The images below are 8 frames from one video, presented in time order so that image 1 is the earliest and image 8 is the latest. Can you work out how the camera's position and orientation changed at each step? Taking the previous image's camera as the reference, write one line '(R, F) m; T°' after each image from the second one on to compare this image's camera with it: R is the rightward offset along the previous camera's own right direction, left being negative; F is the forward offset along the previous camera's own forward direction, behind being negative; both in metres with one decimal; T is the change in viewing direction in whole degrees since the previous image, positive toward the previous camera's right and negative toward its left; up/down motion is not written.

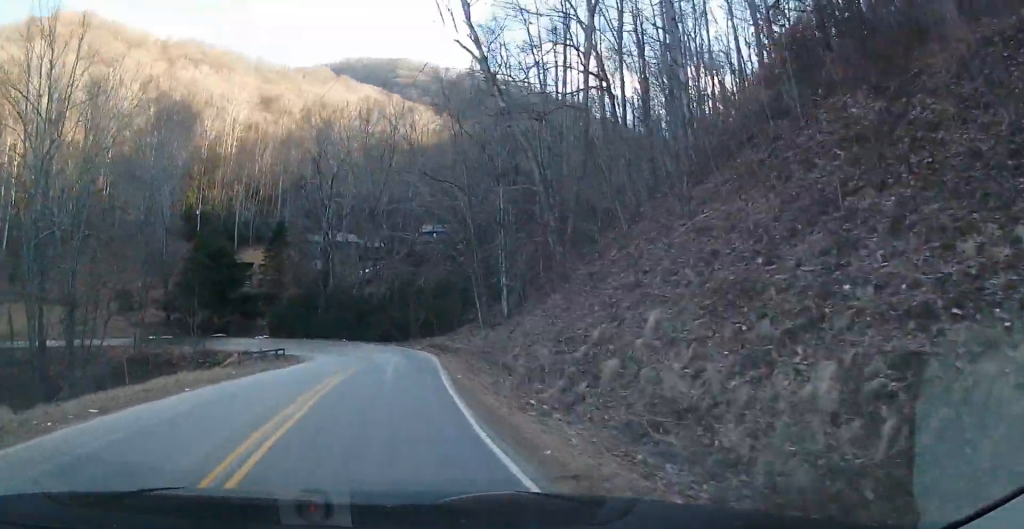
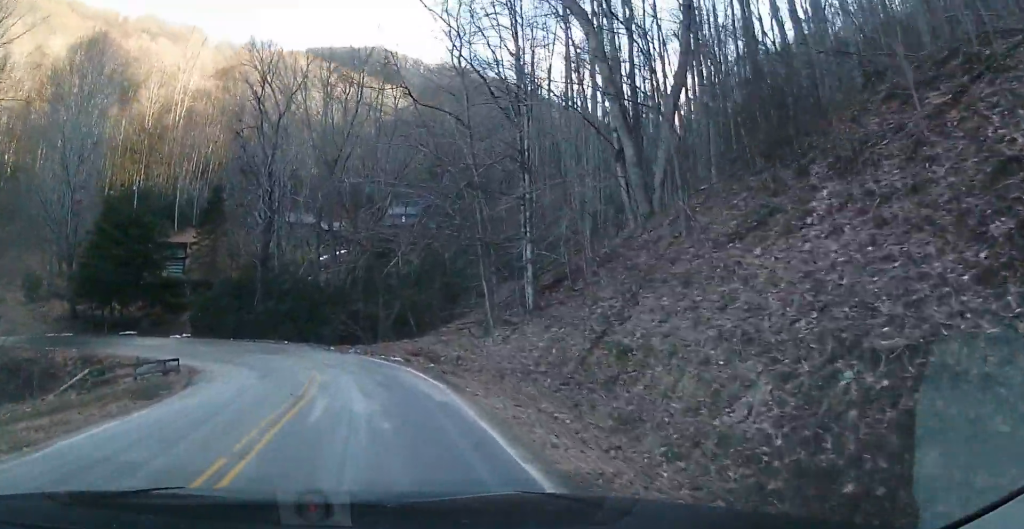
(+1.1, +15.6) m; +4°
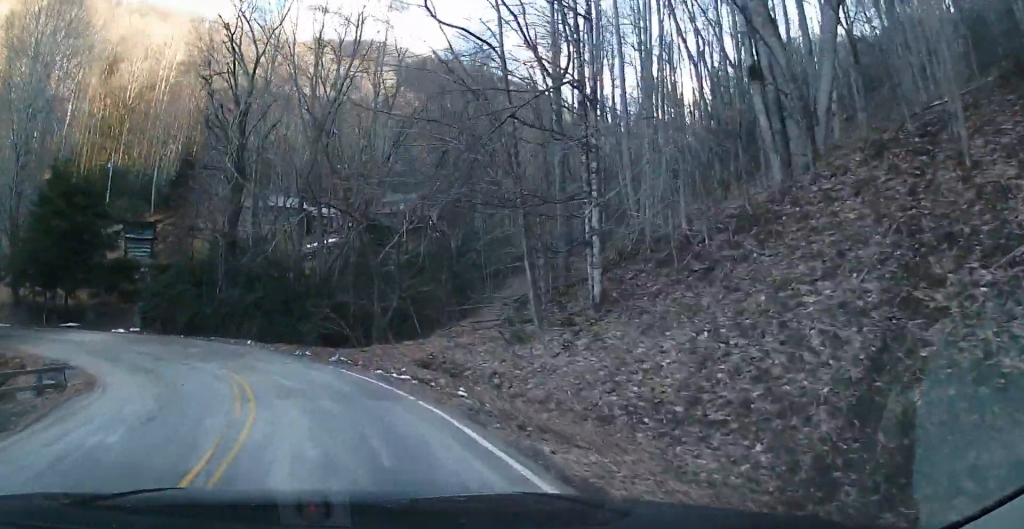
(0.0, +9.2) m; -1°
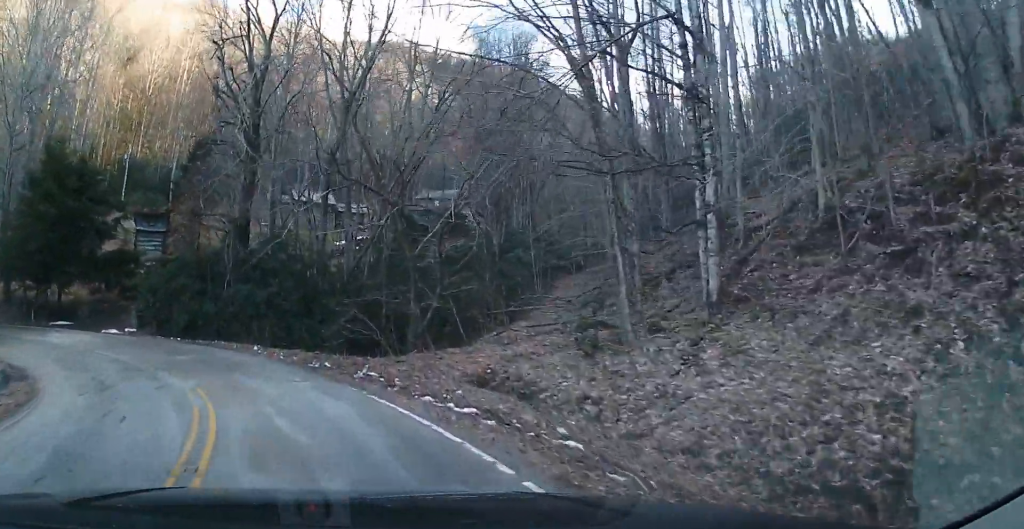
(+0.3, +5.4) m; -5°
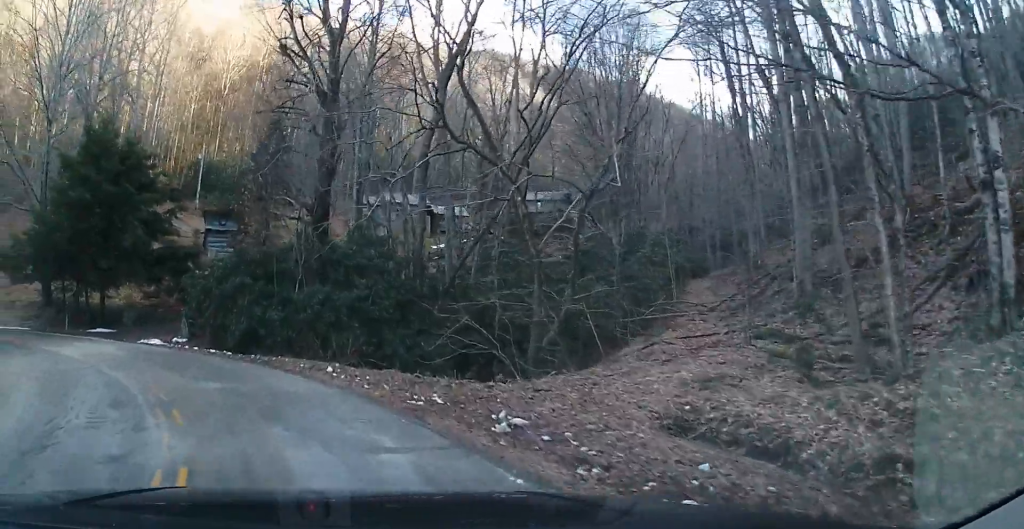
(-0.7, +6.4) m; -12°
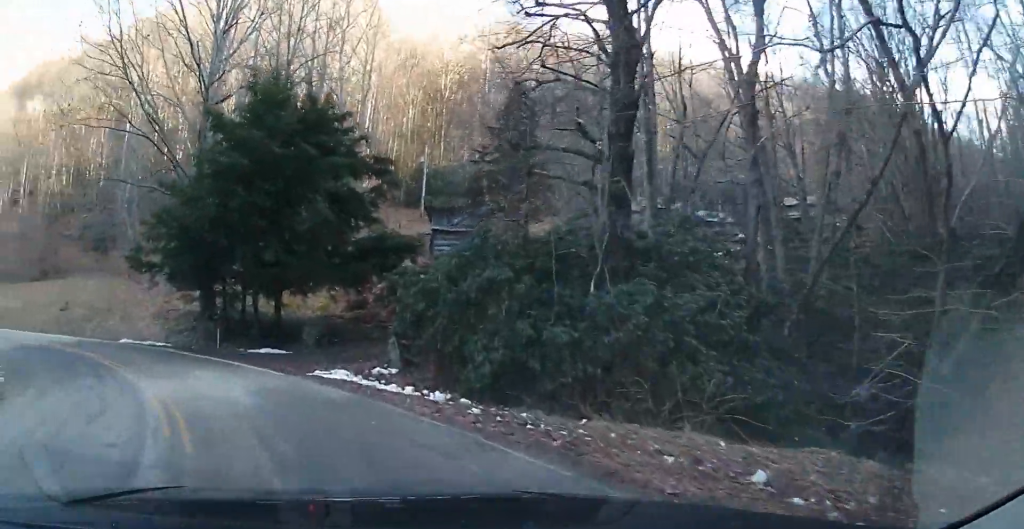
(-1.8, +9.1) m; -33°
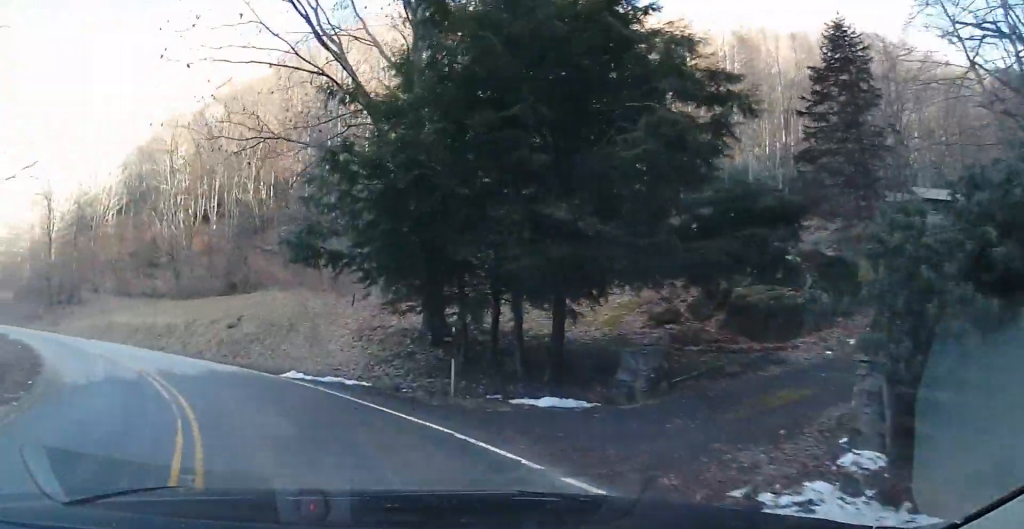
(-2.9, +9.1) m; -21°
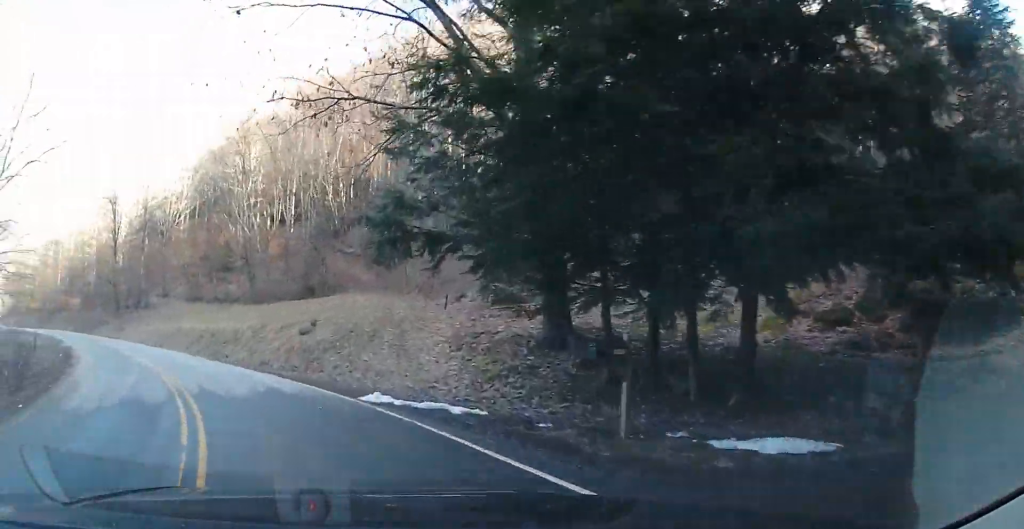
(+0.1, +3.8) m; -3°
